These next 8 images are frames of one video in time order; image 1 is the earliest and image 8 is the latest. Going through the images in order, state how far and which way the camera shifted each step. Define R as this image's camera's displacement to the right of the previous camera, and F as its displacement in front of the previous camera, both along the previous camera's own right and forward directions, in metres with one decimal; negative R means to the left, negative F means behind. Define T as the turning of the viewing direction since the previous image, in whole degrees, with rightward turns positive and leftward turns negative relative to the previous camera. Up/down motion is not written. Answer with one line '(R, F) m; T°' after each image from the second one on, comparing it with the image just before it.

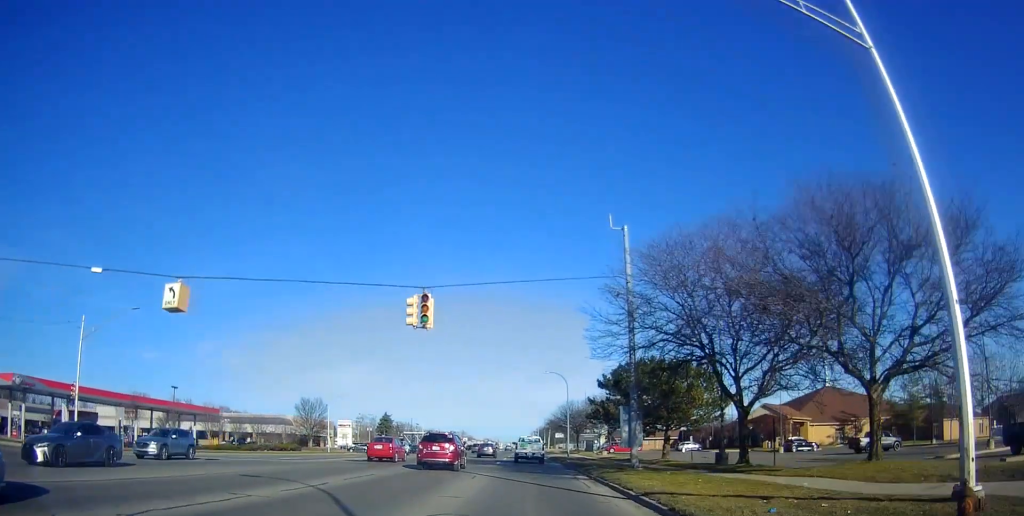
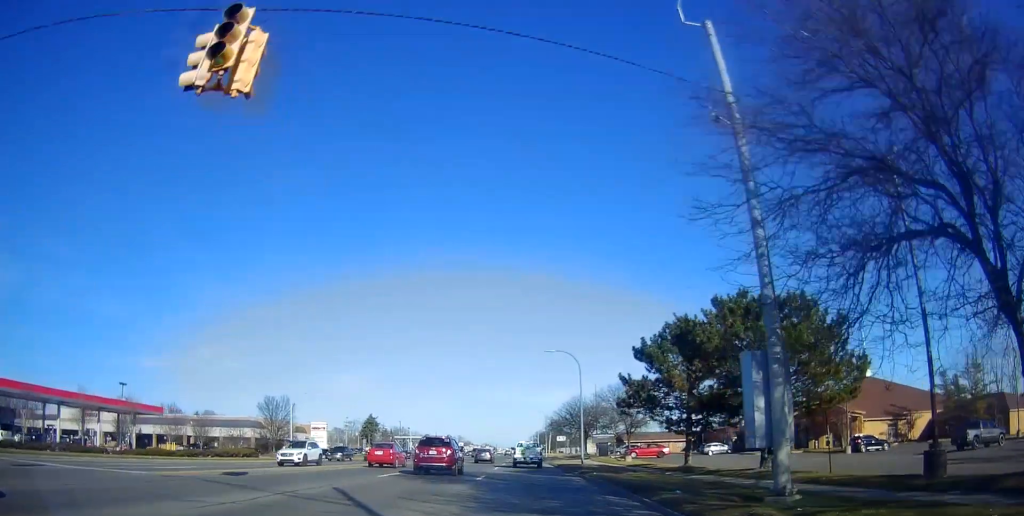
(-0.1, +15.1) m; 0°
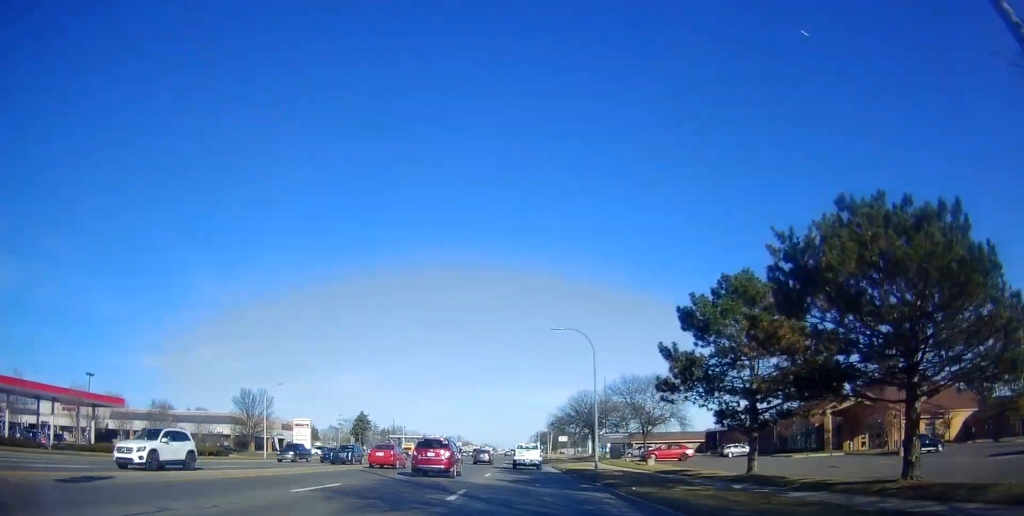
(-0.2, +8.6) m; 0°
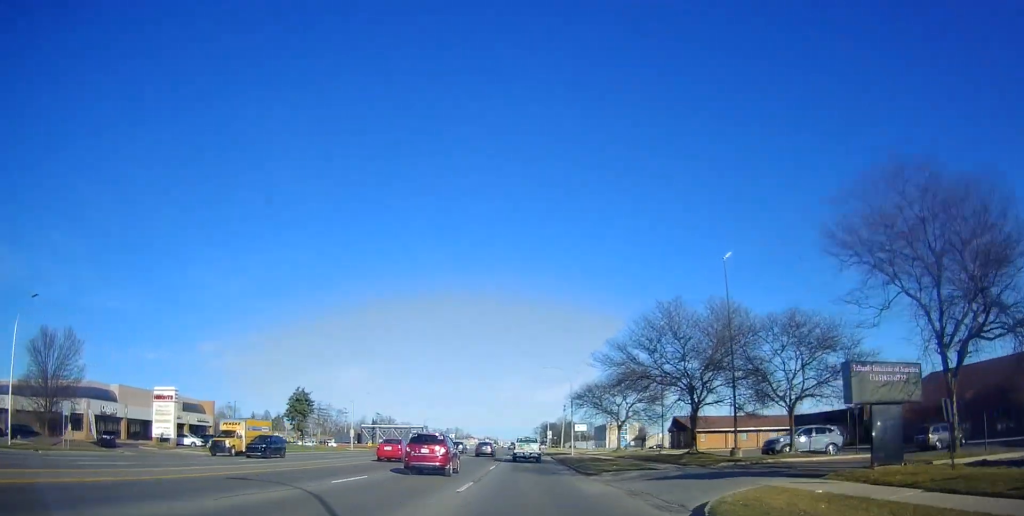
(-0.1, +42.5) m; -2°
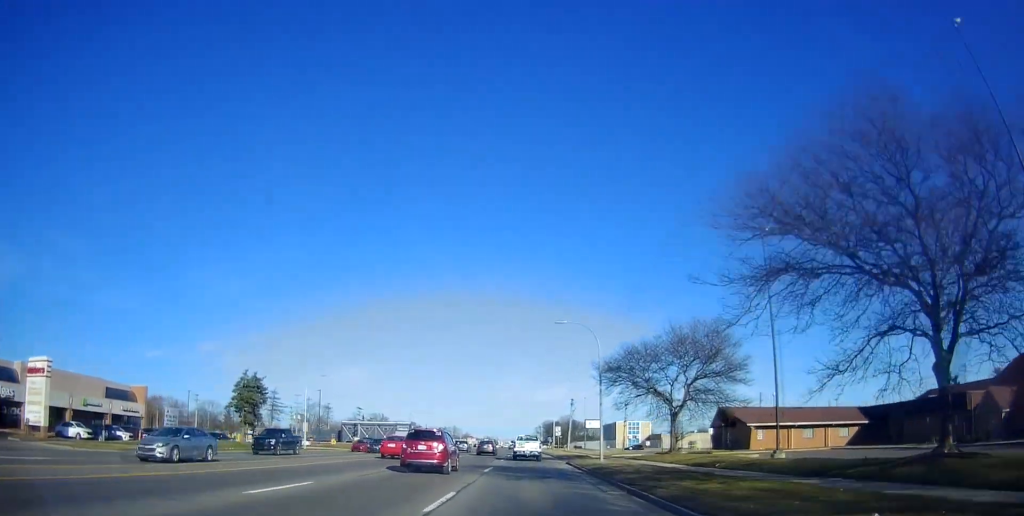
(0.0, +20.4) m; +1°
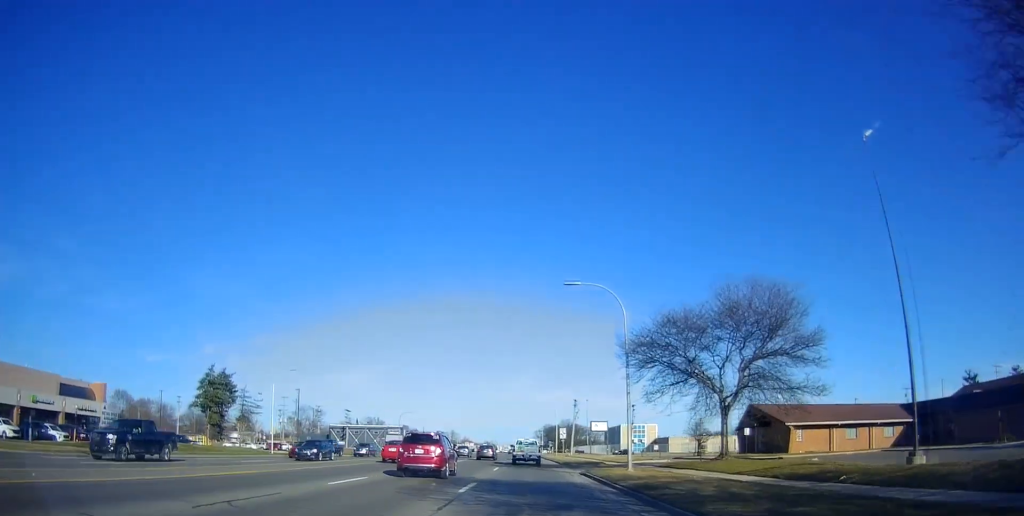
(-0.1, +9.7) m; +1°
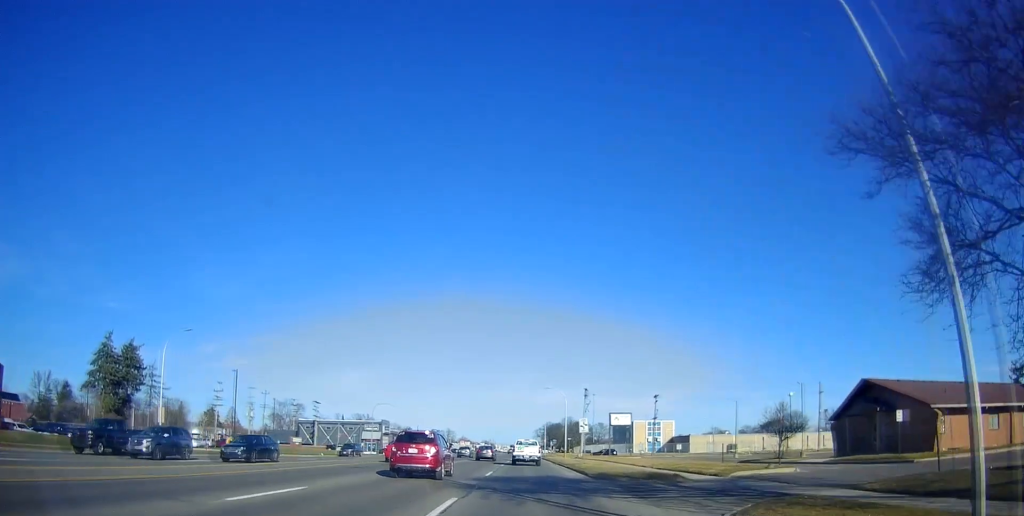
(+0.5, +21.6) m; 0°
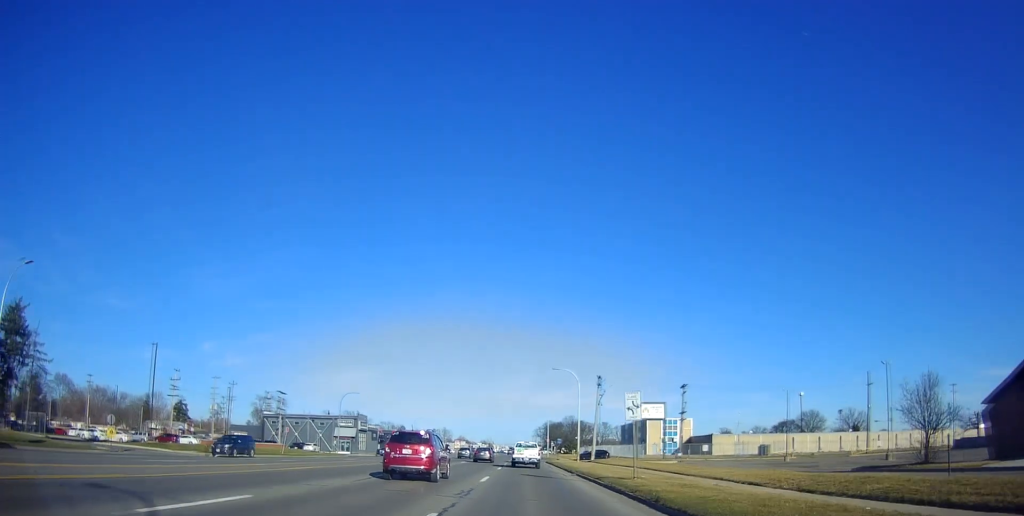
(-0.4, +18.3) m; -1°
